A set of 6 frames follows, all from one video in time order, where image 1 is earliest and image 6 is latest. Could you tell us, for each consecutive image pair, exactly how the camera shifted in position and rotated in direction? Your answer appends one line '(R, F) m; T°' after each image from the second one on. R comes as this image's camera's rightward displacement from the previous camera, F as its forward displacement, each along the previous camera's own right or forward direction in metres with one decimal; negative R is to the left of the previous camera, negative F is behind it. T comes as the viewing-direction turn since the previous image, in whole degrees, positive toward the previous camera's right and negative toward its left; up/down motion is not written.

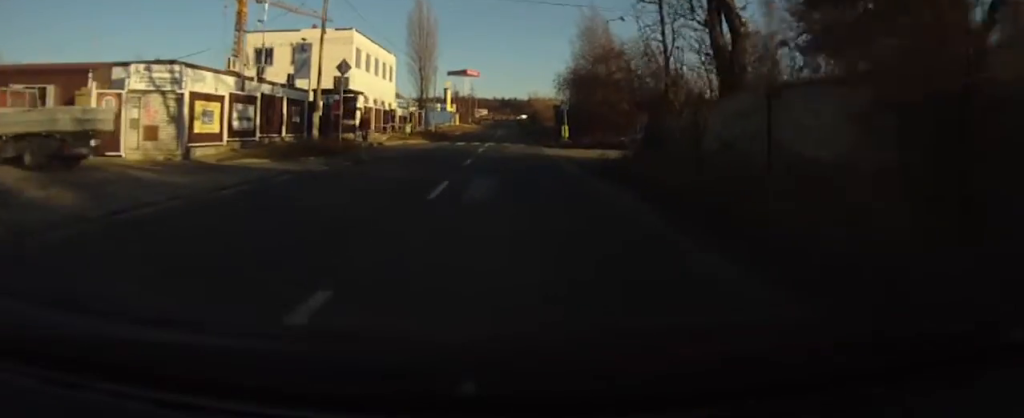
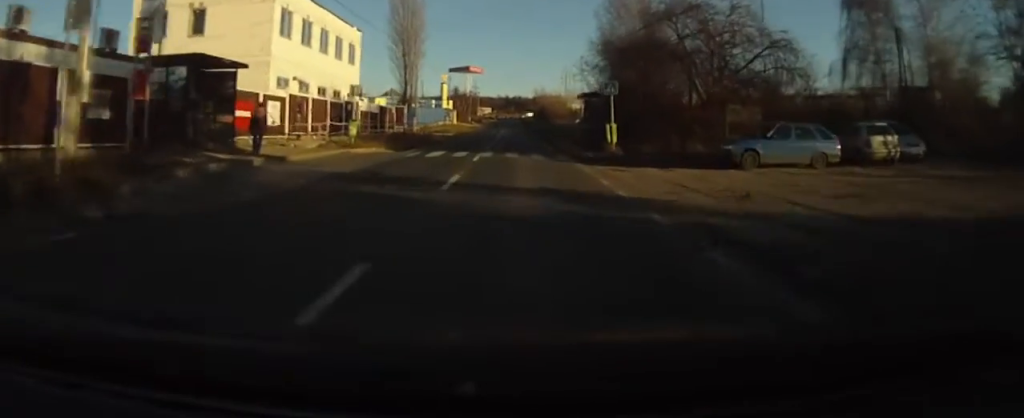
(-0.7, +14.0) m; -3°
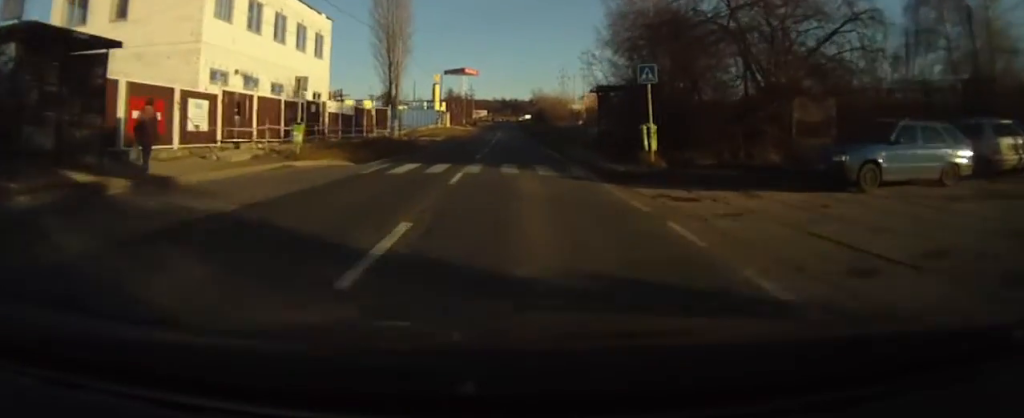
(0.0, +5.3) m; -1°
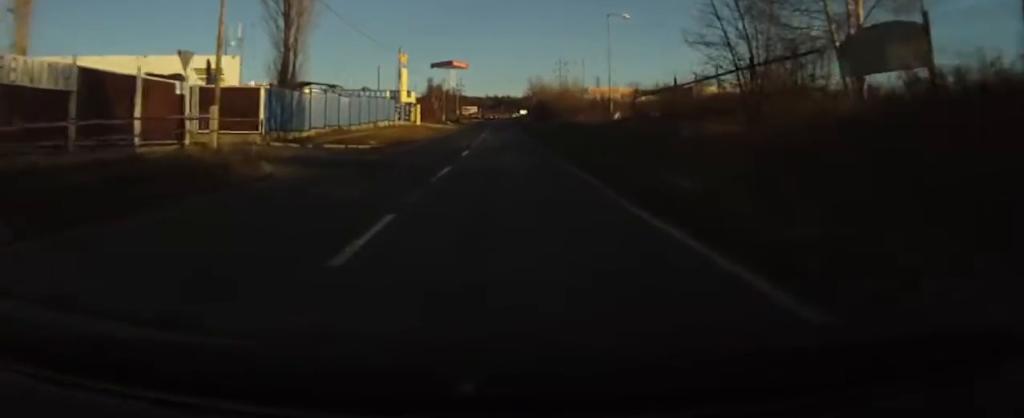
(-0.3, +19.4) m; -1°
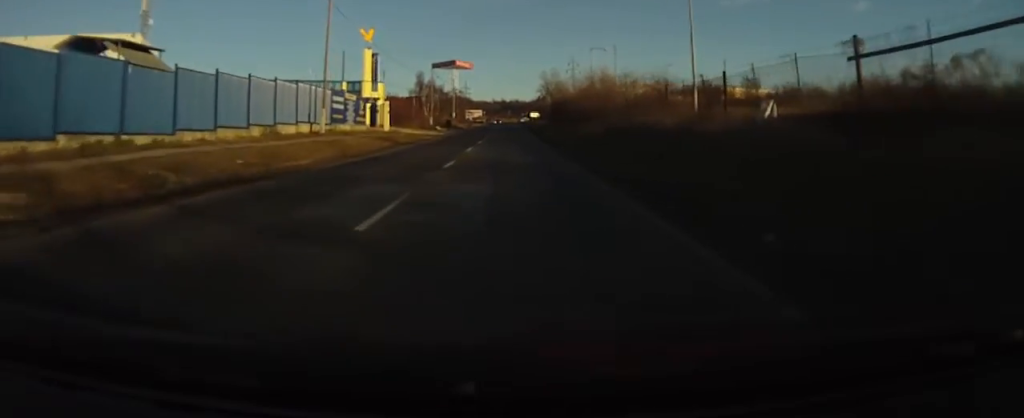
(+0.1, +20.8) m; +2°
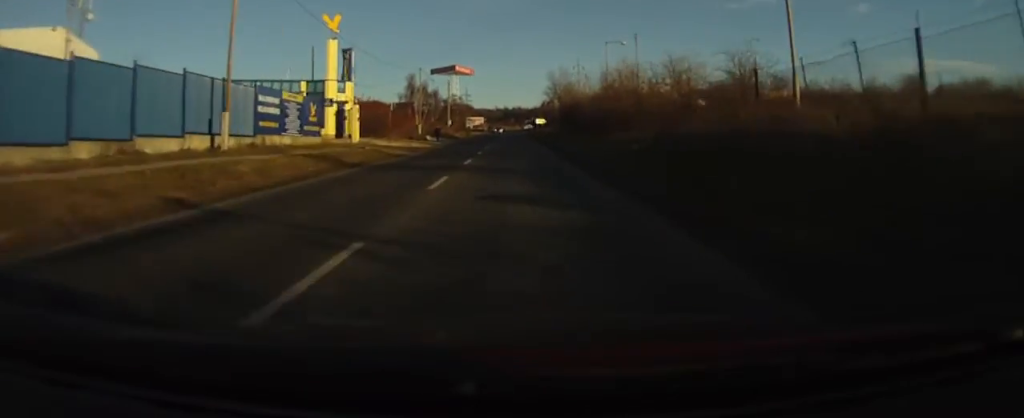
(+0.2, +11.8) m; +1°
